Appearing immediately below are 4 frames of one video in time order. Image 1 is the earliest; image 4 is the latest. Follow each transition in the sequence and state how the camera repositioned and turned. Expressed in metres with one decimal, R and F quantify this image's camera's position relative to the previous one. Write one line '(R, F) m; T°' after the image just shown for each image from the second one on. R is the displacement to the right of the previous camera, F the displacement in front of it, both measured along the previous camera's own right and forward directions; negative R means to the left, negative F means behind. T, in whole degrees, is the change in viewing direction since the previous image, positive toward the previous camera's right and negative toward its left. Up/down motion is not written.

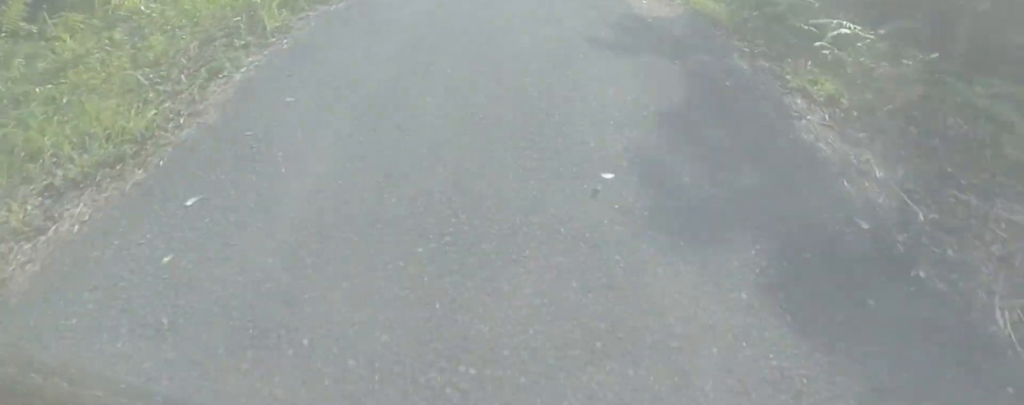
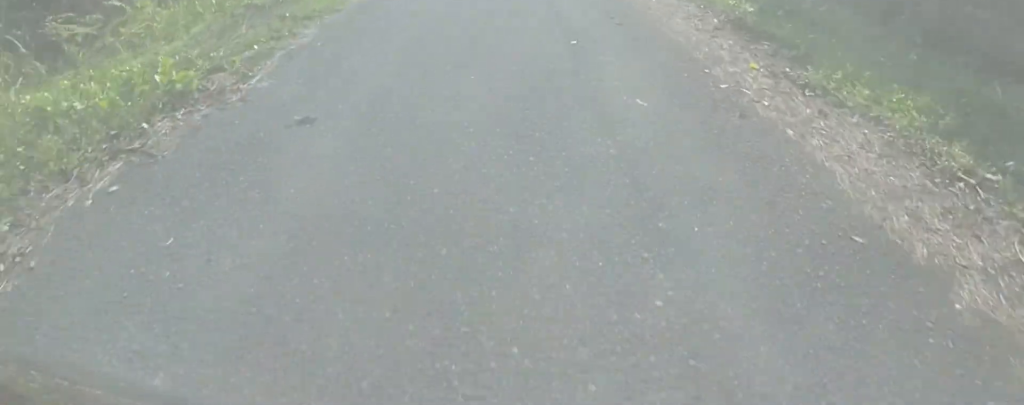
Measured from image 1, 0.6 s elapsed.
(+0.2, +5.3) m; -5°
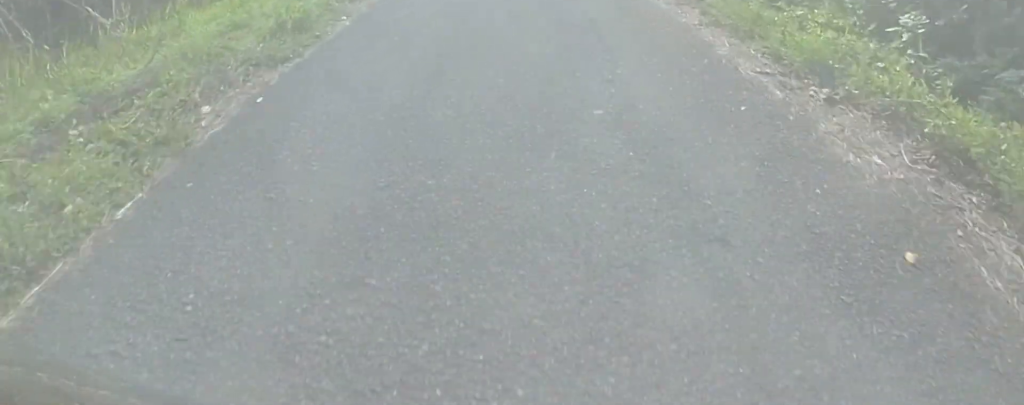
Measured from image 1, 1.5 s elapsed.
(-1.0, +7.9) m; +1°
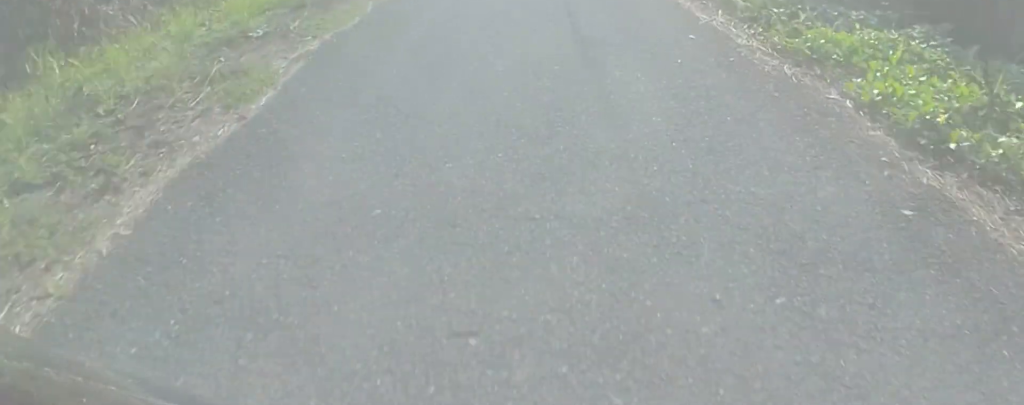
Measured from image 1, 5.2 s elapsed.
(+3.7, +36.8) m; +3°
